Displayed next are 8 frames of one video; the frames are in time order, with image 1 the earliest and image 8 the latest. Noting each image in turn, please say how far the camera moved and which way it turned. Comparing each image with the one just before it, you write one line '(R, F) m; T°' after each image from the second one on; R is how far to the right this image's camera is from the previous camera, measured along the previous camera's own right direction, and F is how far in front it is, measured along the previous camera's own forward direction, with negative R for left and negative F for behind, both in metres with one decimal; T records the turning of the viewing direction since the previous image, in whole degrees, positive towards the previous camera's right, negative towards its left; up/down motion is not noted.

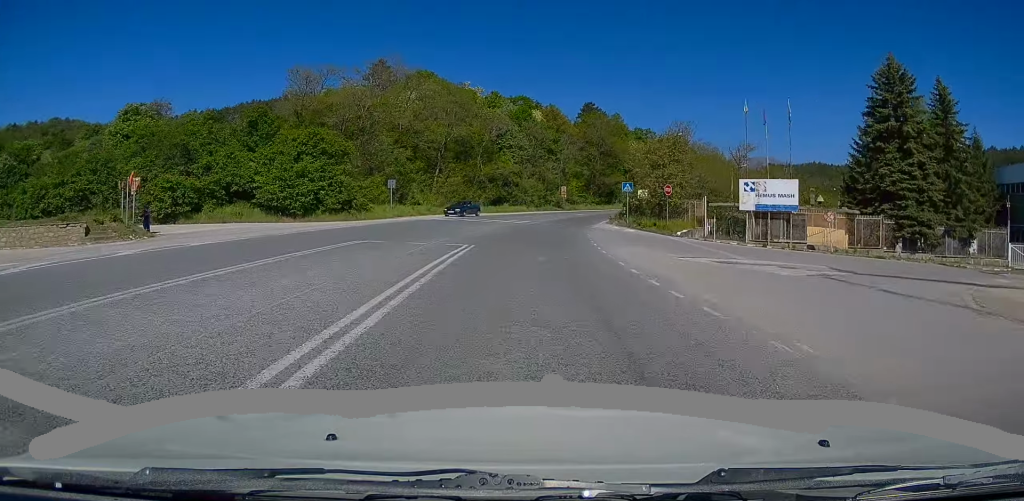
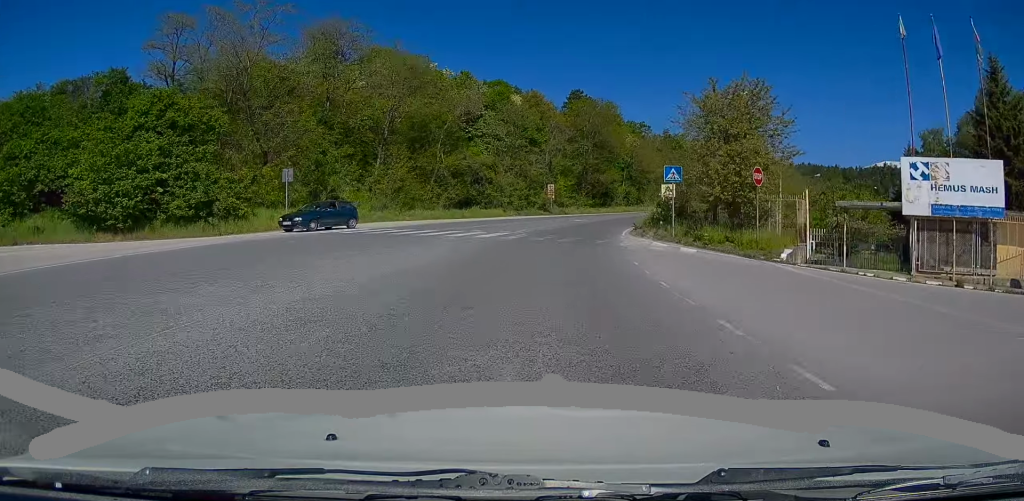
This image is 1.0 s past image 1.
(0.0, +18.4) m; +2°
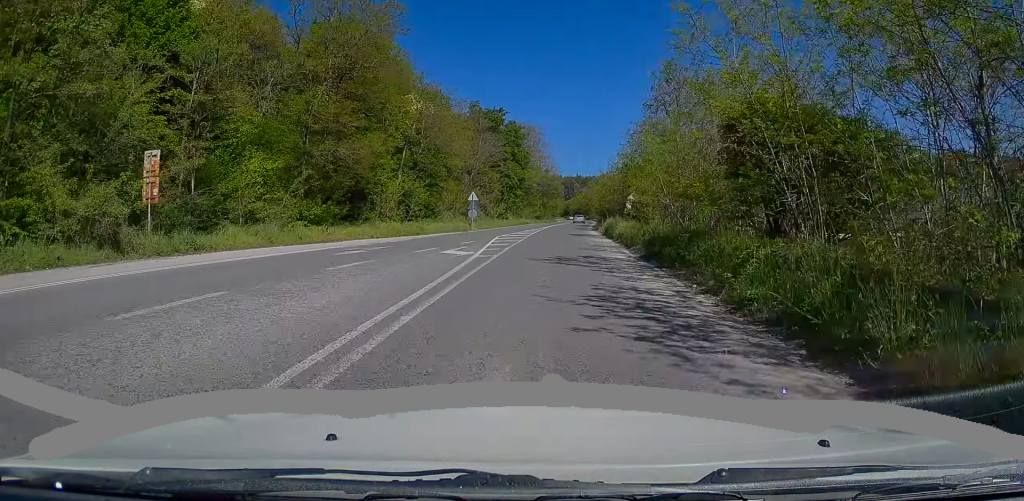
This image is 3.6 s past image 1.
(+4.9, +48.4) m; +15°
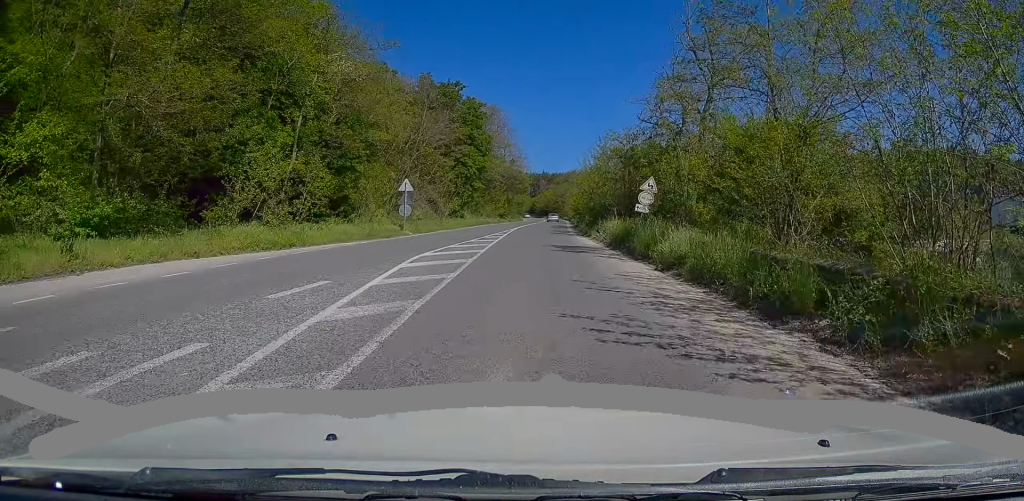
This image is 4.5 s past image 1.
(+1.0, +16.2) m; +6°
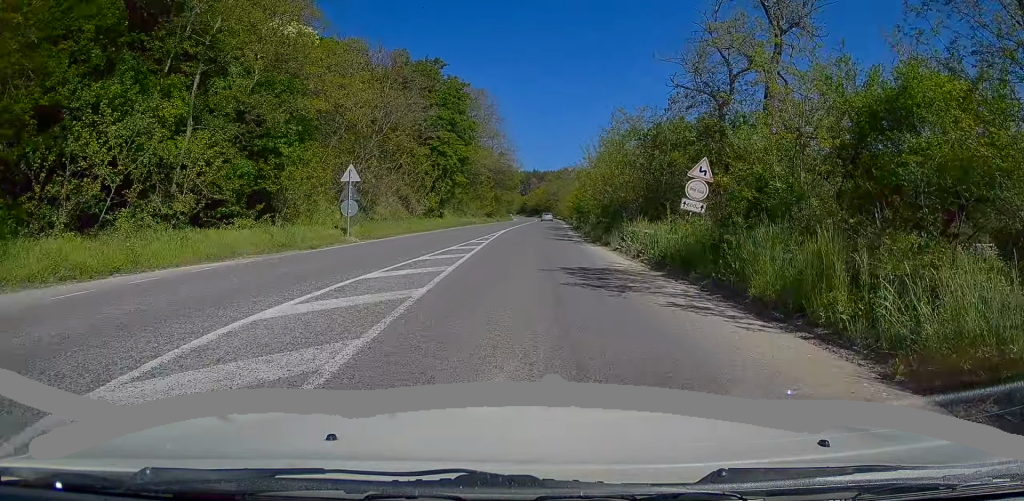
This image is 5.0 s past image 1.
(+0.5, +9.9) m; +2°
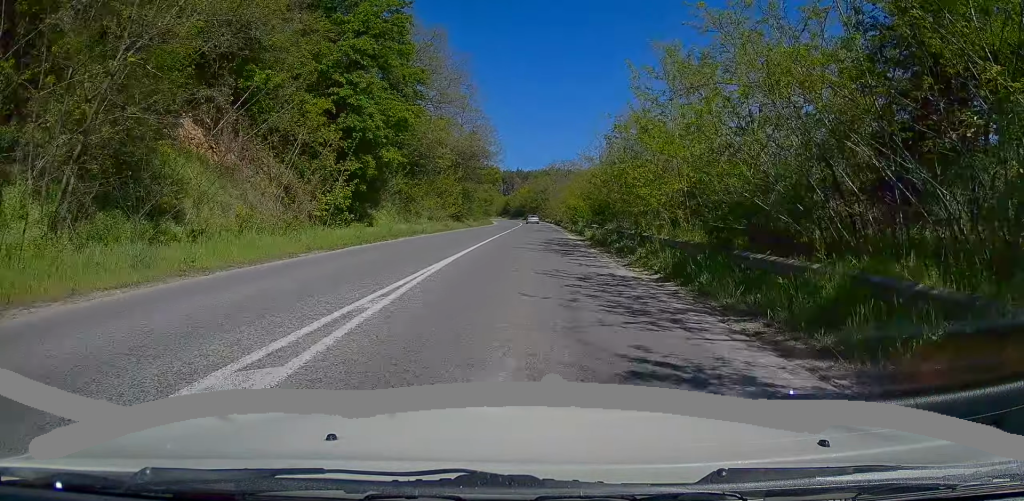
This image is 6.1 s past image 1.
(+0.4, +23.3) m; +1°
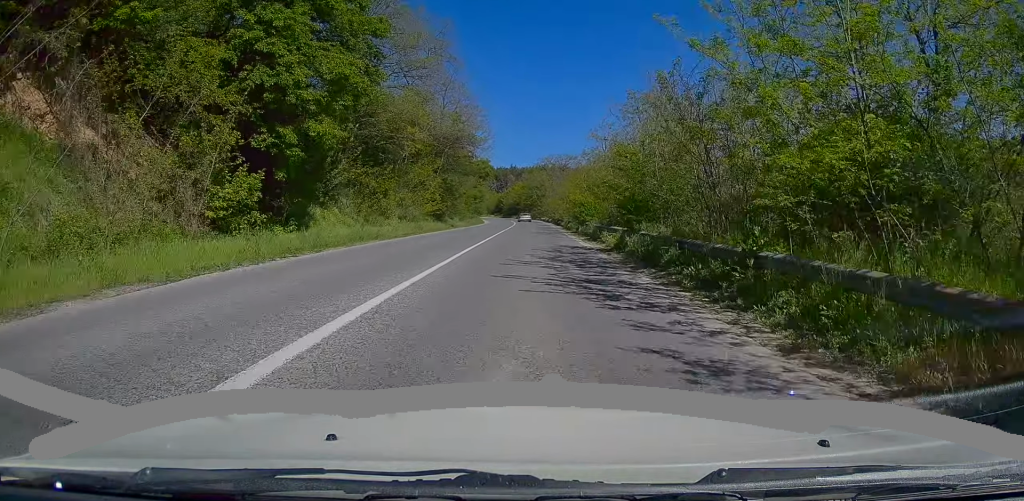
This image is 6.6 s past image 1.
(0.0, +10.1) m; 0°
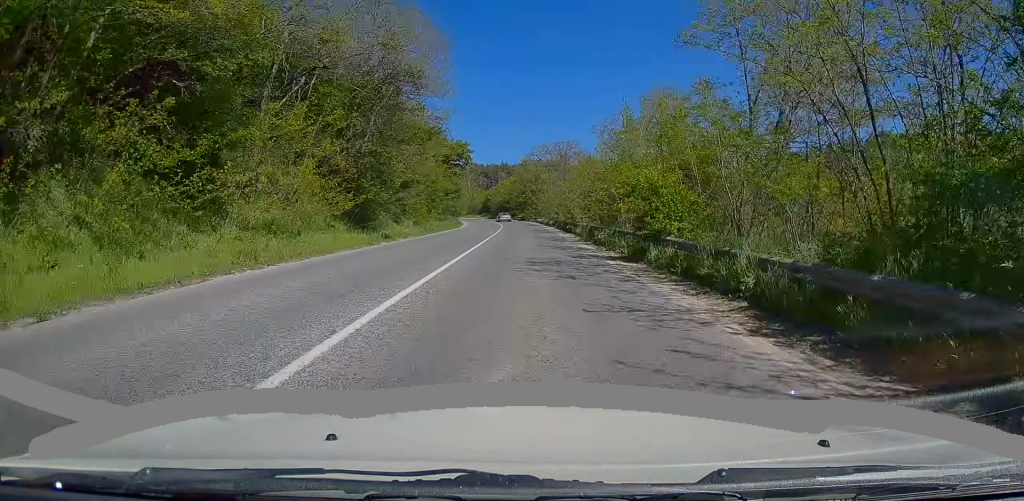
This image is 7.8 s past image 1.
(+0.2, +23.4) m; 0°
